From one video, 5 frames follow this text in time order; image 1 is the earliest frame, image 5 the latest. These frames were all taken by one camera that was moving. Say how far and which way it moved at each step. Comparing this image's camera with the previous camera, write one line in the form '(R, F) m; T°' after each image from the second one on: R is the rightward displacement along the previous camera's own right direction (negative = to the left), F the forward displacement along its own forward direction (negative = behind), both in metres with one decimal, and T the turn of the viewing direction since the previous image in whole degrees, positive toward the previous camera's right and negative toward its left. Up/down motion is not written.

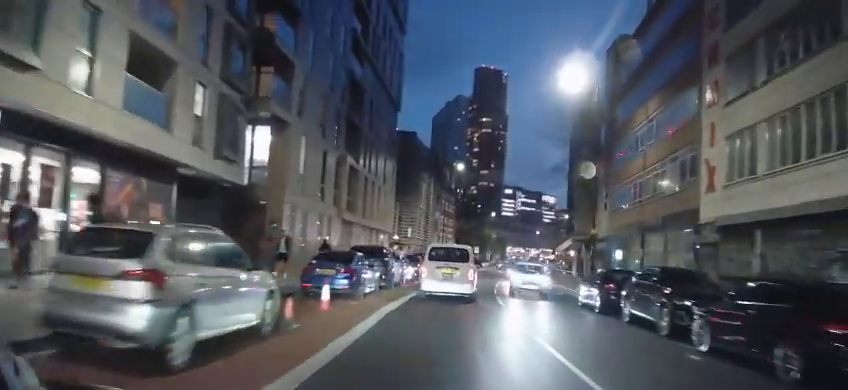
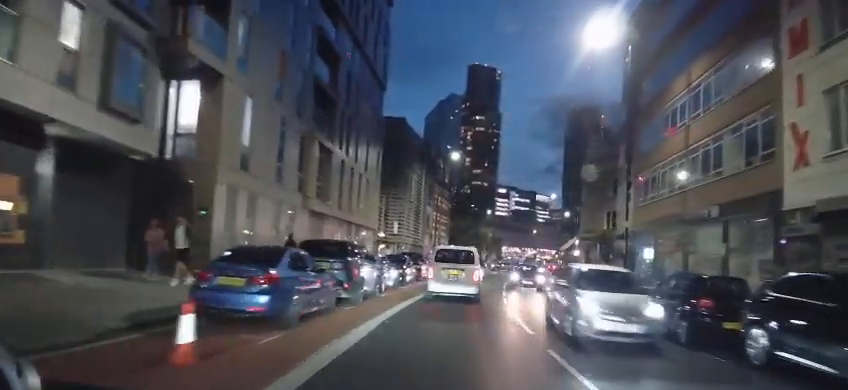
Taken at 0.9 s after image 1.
(+0.1, +7.2) m; +2°
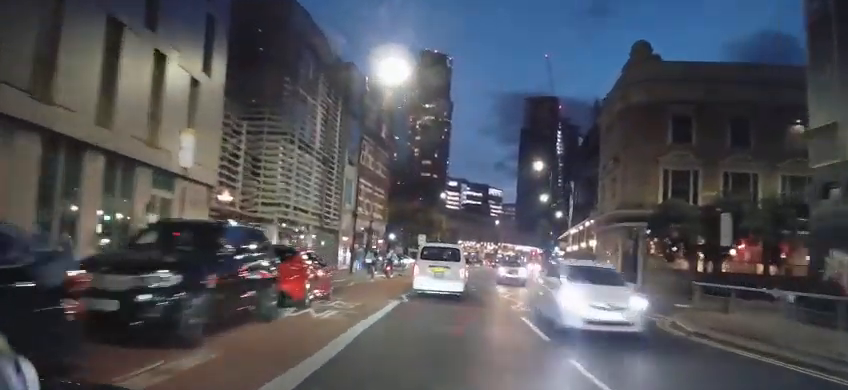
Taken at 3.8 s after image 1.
(+1.9, +26.0) m; +10°
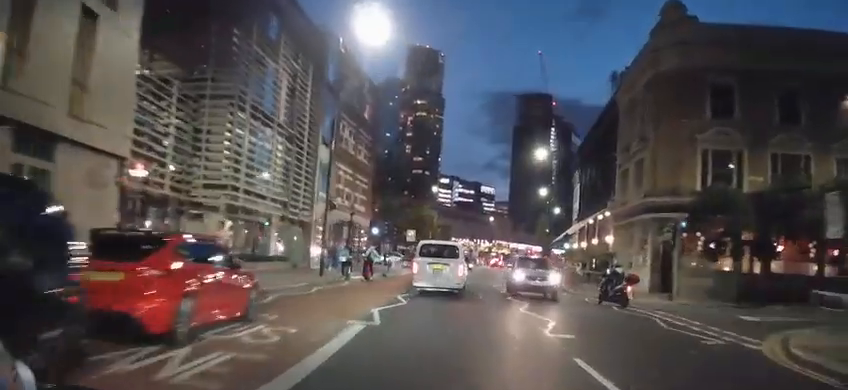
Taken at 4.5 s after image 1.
(+0.2, +5.9) m; +3°
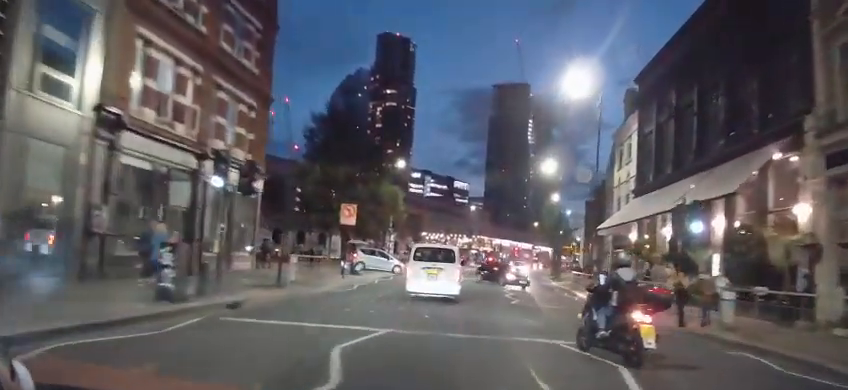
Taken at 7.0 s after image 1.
(+0.8, +22.0) m; +2°
